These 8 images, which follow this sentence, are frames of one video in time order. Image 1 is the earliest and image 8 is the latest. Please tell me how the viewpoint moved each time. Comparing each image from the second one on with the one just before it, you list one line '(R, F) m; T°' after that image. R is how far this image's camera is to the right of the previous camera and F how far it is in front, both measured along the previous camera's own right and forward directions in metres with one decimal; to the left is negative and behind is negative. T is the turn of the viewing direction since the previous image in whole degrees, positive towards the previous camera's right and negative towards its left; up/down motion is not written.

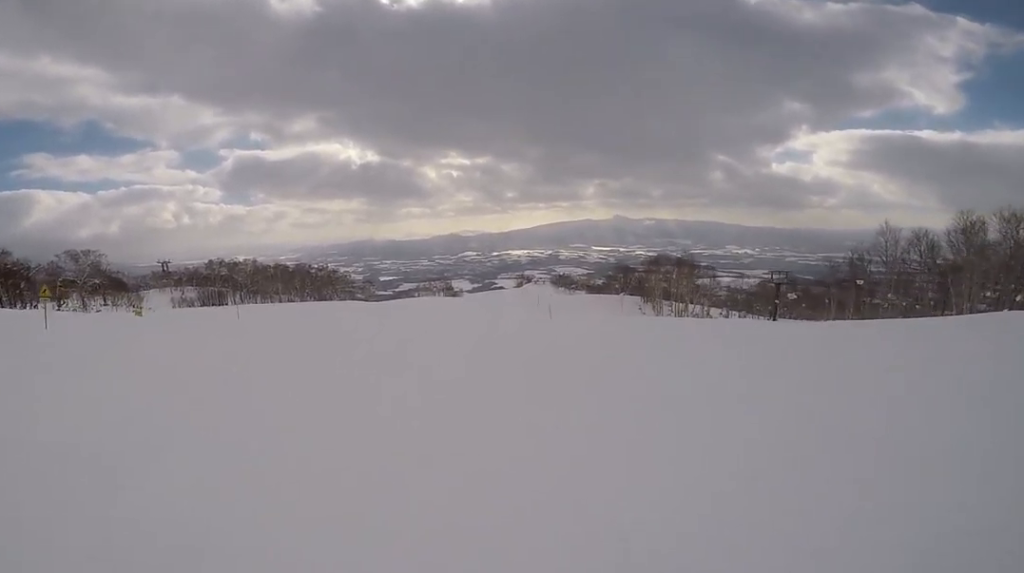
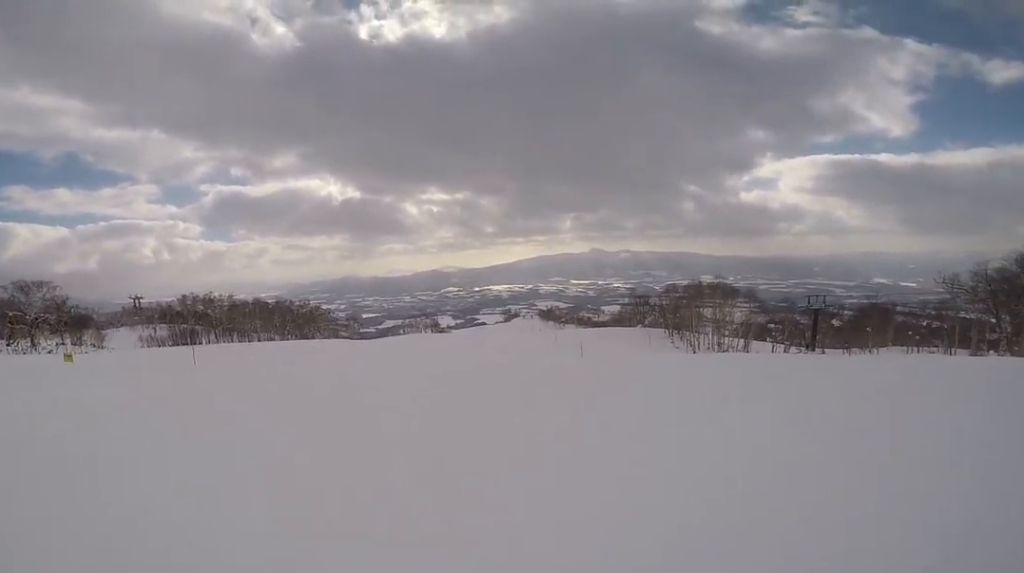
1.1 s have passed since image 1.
(+0.4, +9.7) m; +2°
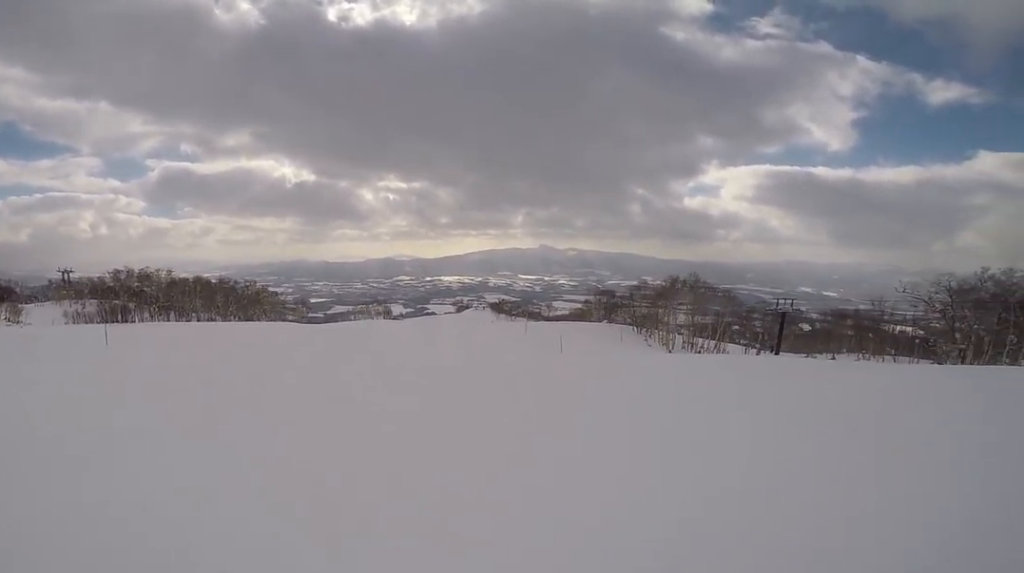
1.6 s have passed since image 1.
(-0.5, +5.4) m; +4°
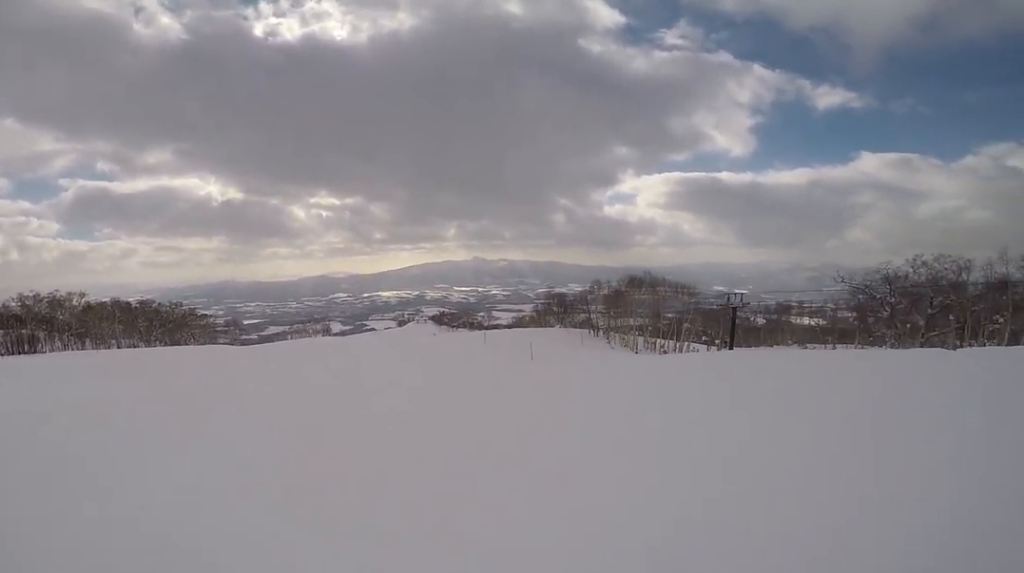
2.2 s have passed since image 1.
(+0.4, +5.1) m; +5°
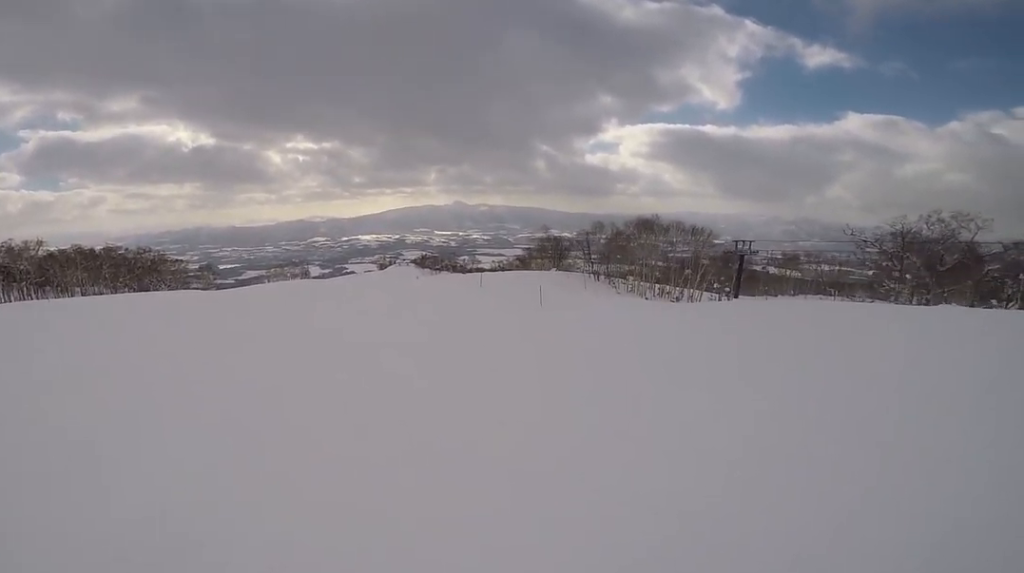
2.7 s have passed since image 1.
(+0.5, +4.9) m; +5°
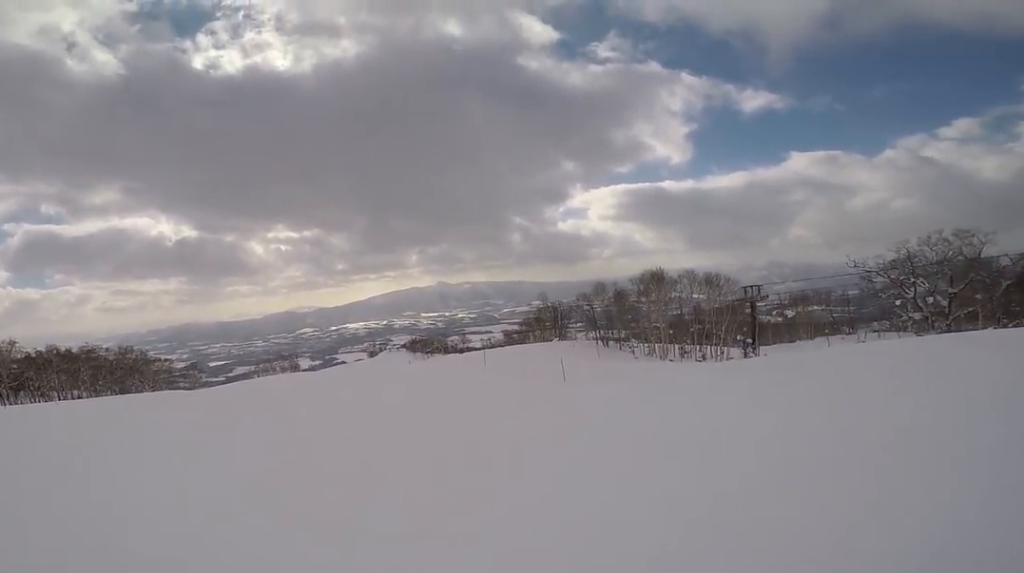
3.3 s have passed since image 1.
(+0.1, +5.3) m; +2°
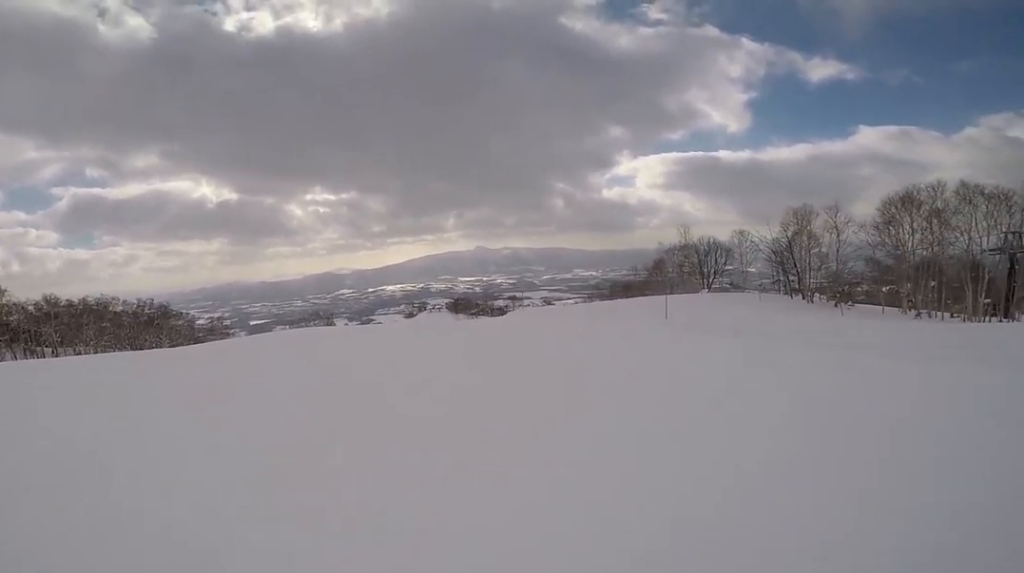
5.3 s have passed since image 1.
(-1.0, +19.3) m; -9°
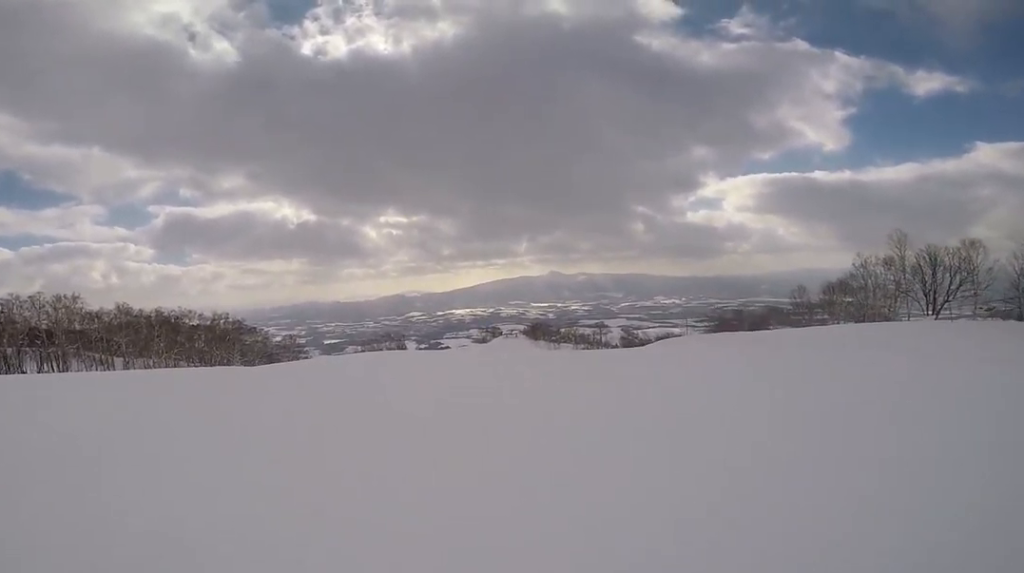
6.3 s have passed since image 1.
(-0.2, +9.8) m; 0°
